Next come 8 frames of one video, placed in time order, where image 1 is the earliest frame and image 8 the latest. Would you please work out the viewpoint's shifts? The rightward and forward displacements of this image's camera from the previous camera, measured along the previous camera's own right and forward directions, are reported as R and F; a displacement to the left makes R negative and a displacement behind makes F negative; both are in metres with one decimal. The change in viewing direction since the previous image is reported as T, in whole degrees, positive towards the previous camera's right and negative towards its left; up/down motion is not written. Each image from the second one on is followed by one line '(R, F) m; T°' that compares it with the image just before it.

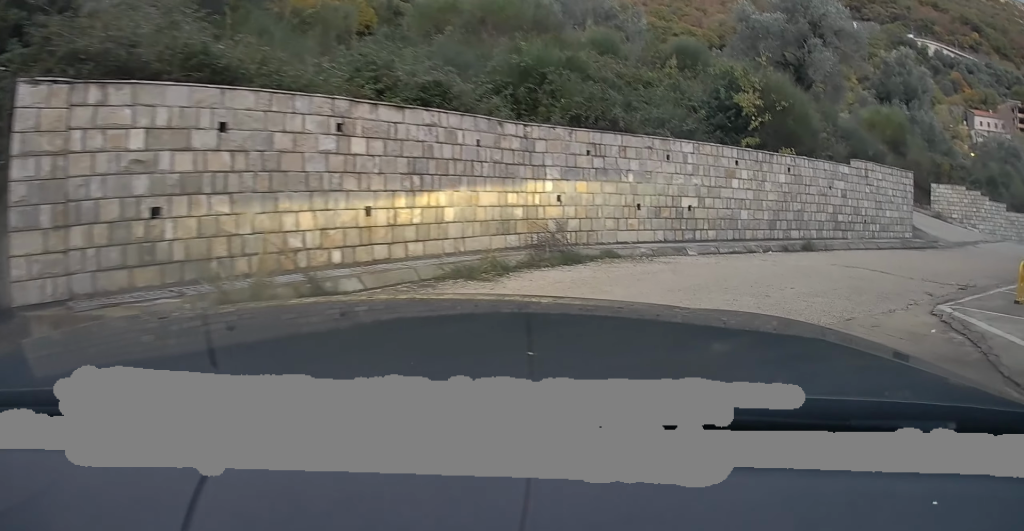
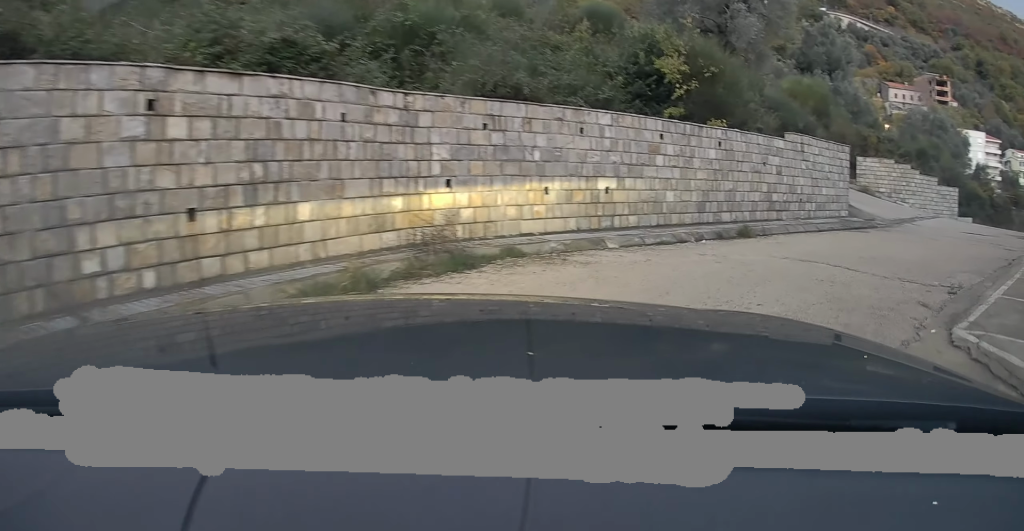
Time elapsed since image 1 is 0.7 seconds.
(+0.1, +2.8) m; +21°
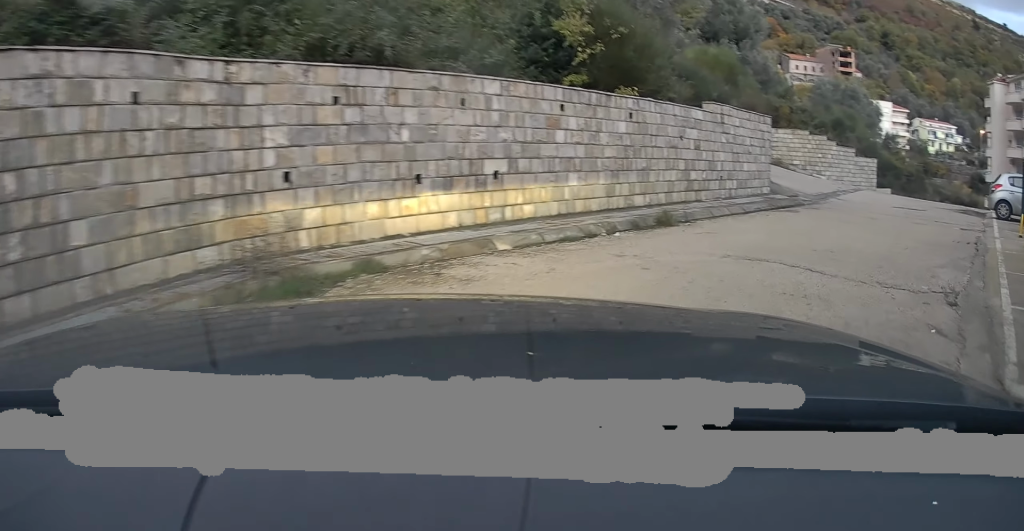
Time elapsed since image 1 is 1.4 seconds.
(+0.9, +2.5) m; +25°
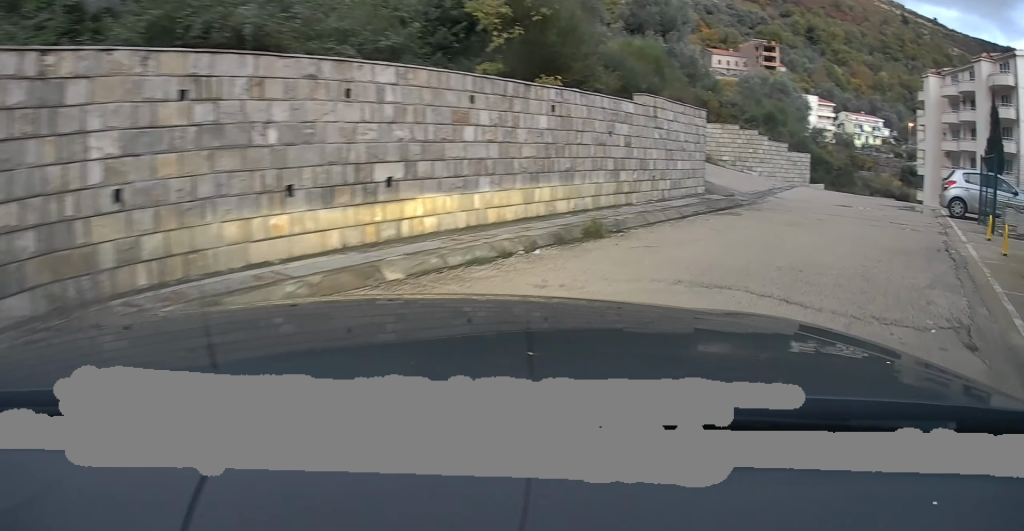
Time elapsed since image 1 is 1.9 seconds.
(+0.2, +1.7) m; +12°
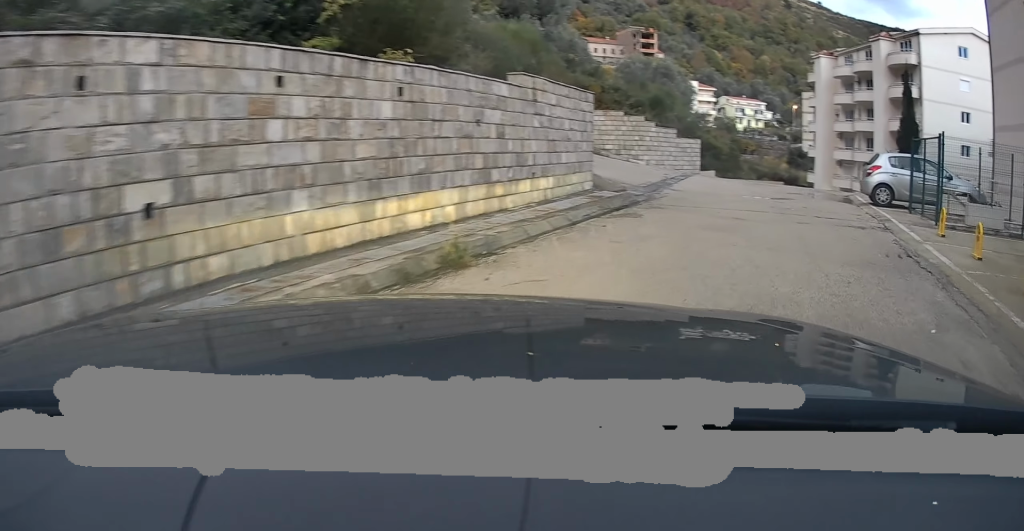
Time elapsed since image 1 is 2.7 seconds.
(+0.2, +2.5) m; +14°
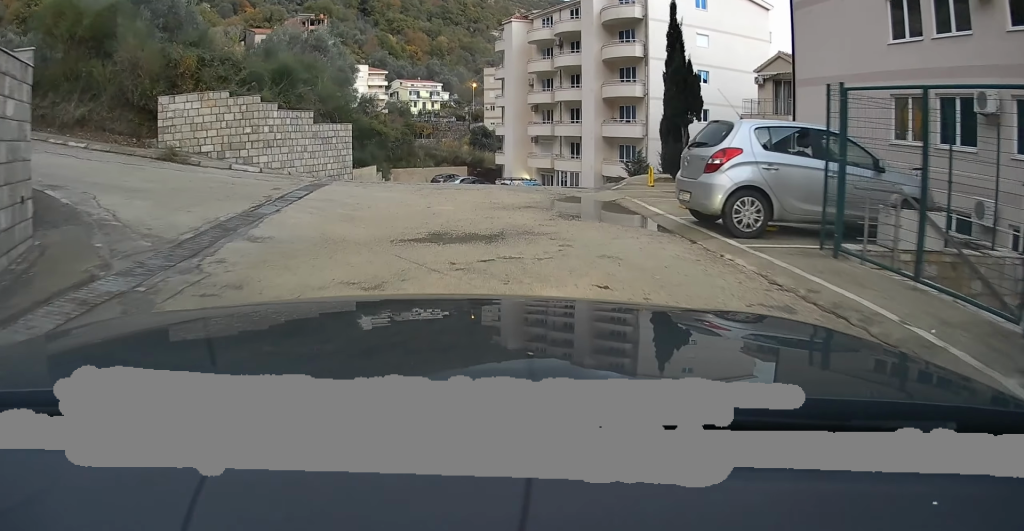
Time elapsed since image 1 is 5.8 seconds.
(+3.4, +10.3) m; +22°
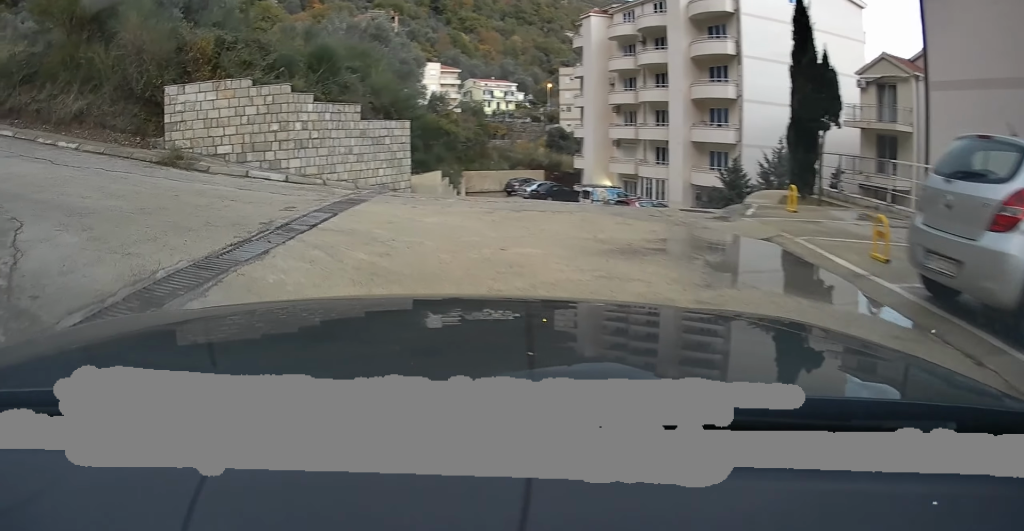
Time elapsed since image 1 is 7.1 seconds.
(-0.1, +4.1) m; -5°
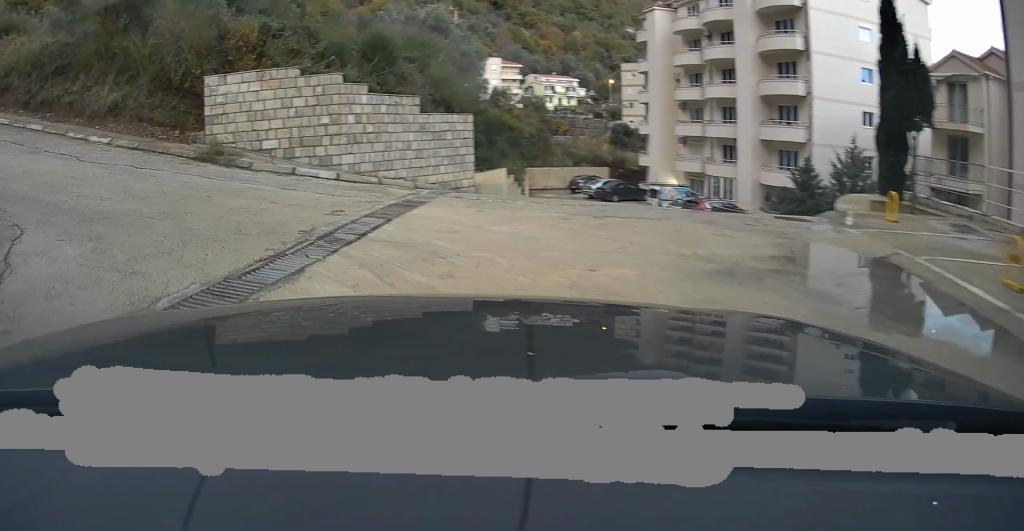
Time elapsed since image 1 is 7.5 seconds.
(+0.3, +1.3) m; -3°
